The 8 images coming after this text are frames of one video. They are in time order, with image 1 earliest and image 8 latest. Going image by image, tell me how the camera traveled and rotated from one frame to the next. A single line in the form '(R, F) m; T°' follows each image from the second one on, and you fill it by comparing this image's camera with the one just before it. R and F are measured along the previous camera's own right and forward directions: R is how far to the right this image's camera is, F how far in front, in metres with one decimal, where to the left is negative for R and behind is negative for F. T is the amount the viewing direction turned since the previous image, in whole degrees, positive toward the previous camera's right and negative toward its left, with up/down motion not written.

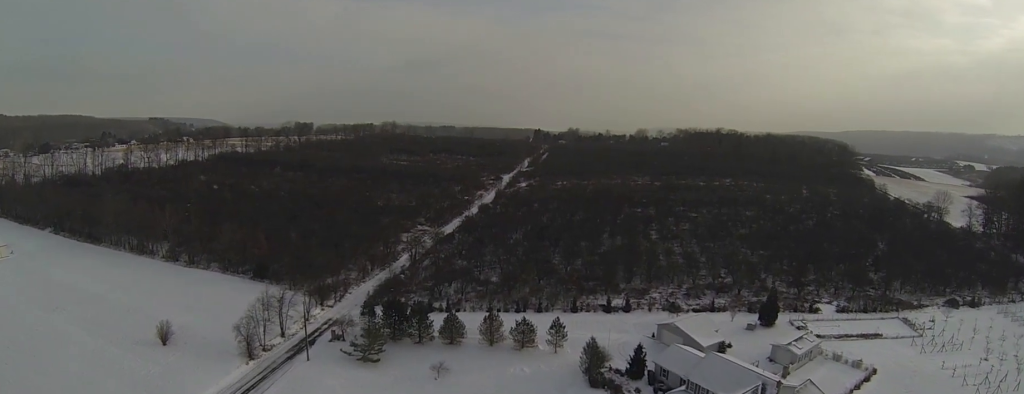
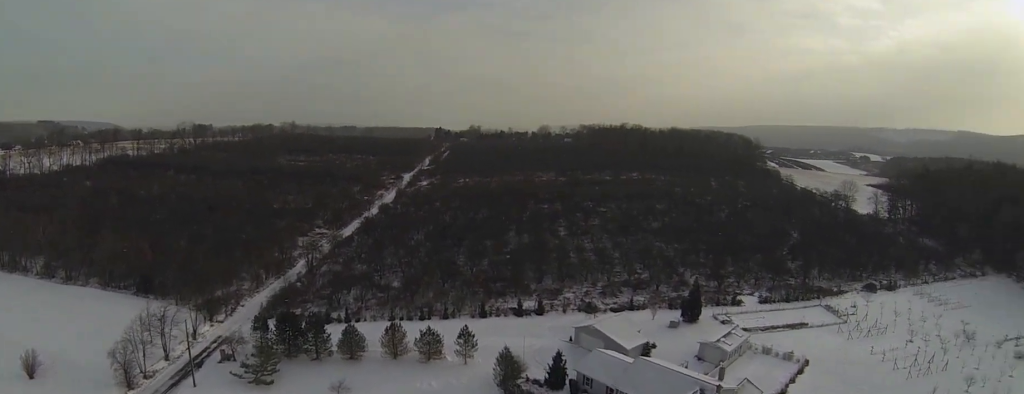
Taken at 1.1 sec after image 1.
(+0.6, +5.1) m; +26°
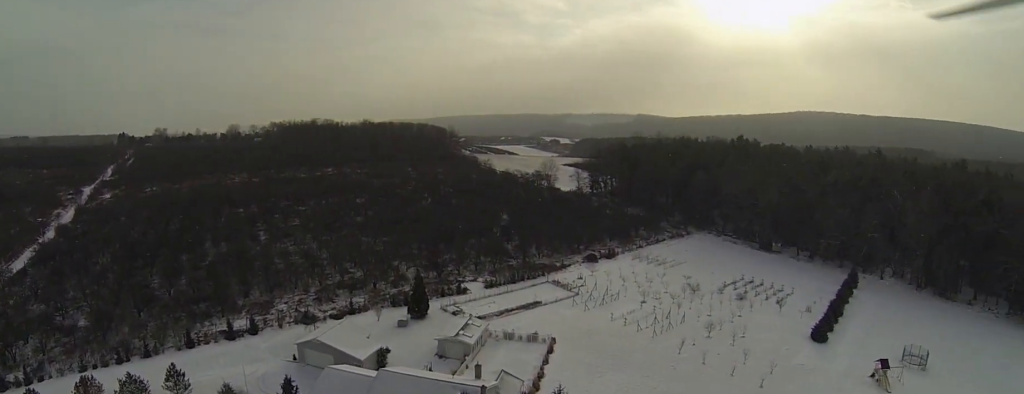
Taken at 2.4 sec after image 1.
(+2.0, +5.6) m; +31°
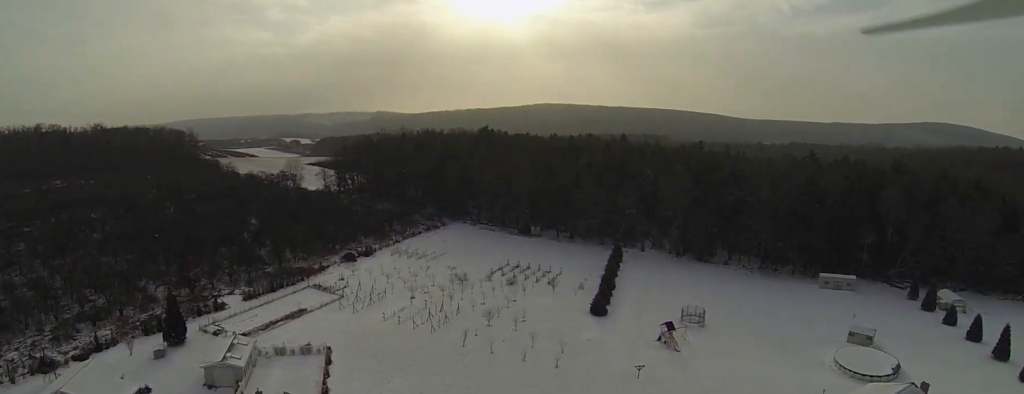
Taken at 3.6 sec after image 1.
(+0.9, +3.9) m; +33°
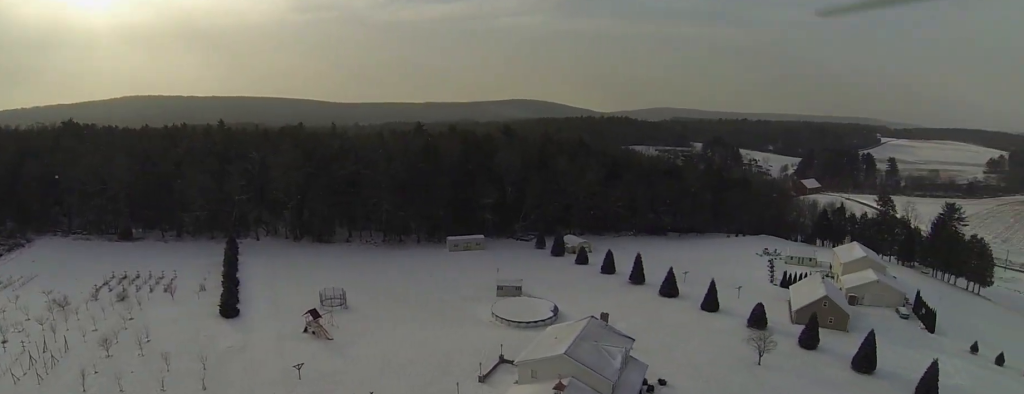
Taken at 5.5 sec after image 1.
(+3.5, +8.1) m; +39°
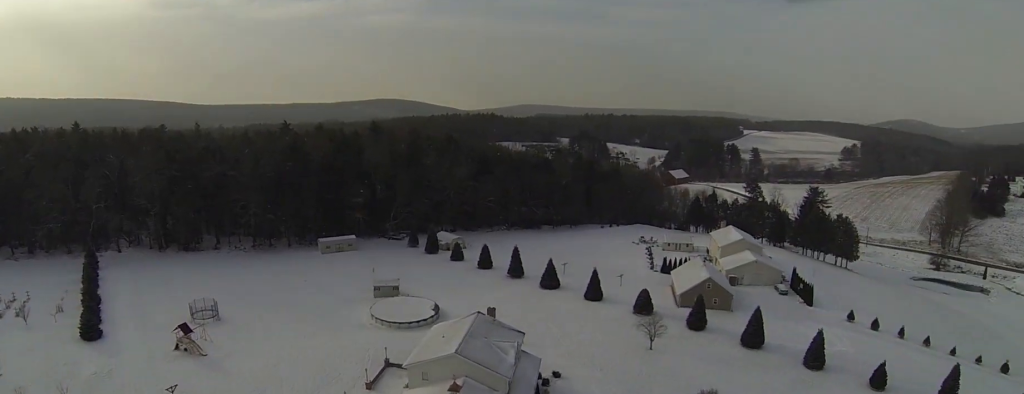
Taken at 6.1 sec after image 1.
(+0.2, +2.7) m; +7°
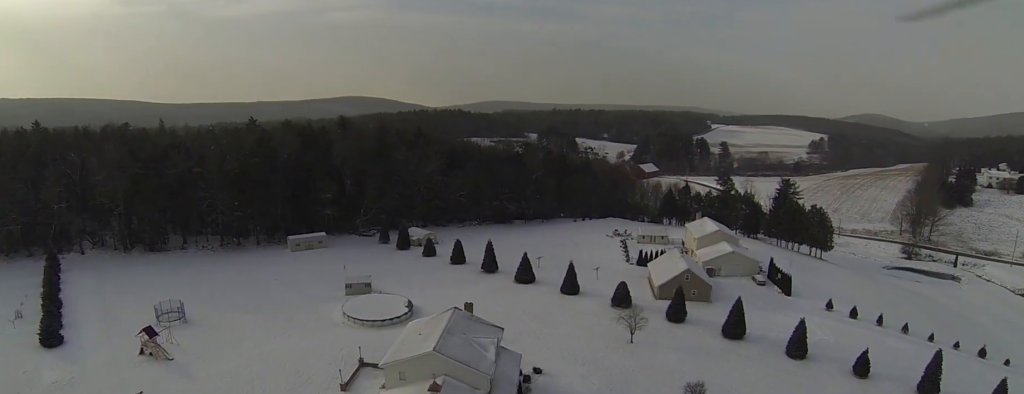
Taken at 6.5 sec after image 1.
(+0.2, +2.0) m; +4°
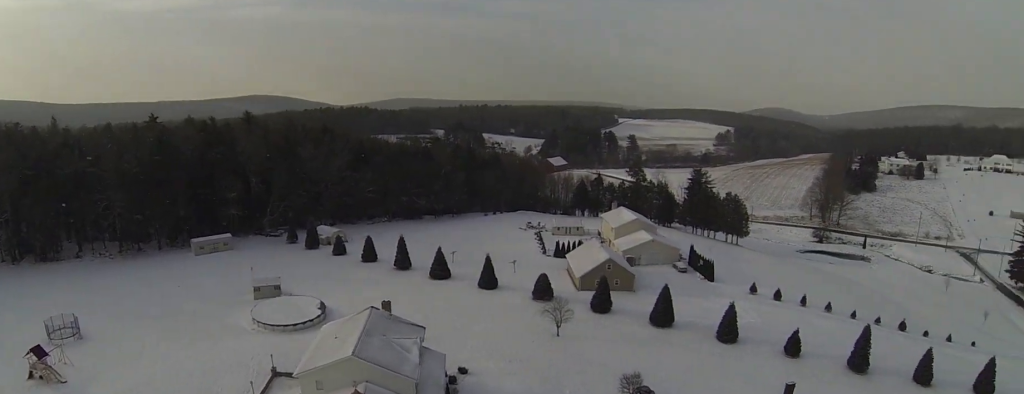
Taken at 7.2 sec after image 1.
(+0.1, +3.3) m; +4°
